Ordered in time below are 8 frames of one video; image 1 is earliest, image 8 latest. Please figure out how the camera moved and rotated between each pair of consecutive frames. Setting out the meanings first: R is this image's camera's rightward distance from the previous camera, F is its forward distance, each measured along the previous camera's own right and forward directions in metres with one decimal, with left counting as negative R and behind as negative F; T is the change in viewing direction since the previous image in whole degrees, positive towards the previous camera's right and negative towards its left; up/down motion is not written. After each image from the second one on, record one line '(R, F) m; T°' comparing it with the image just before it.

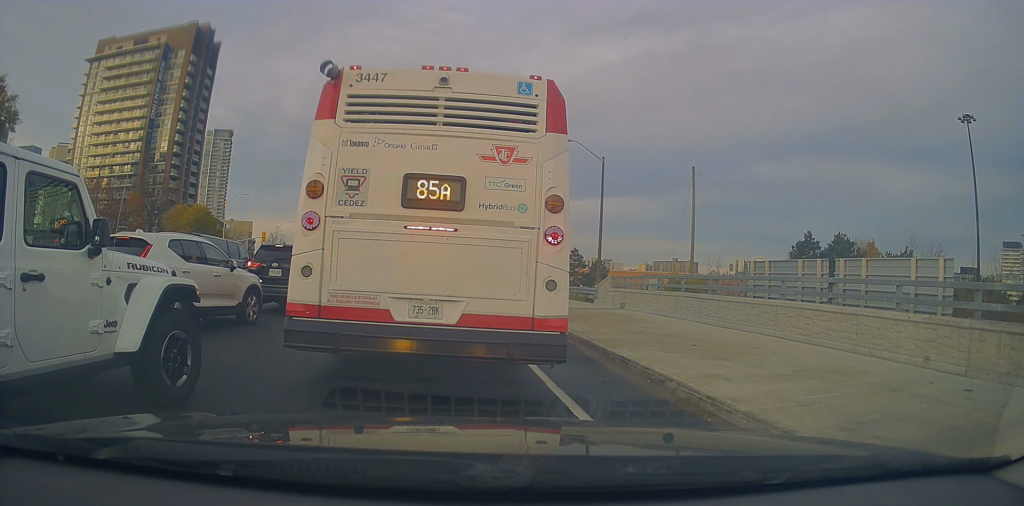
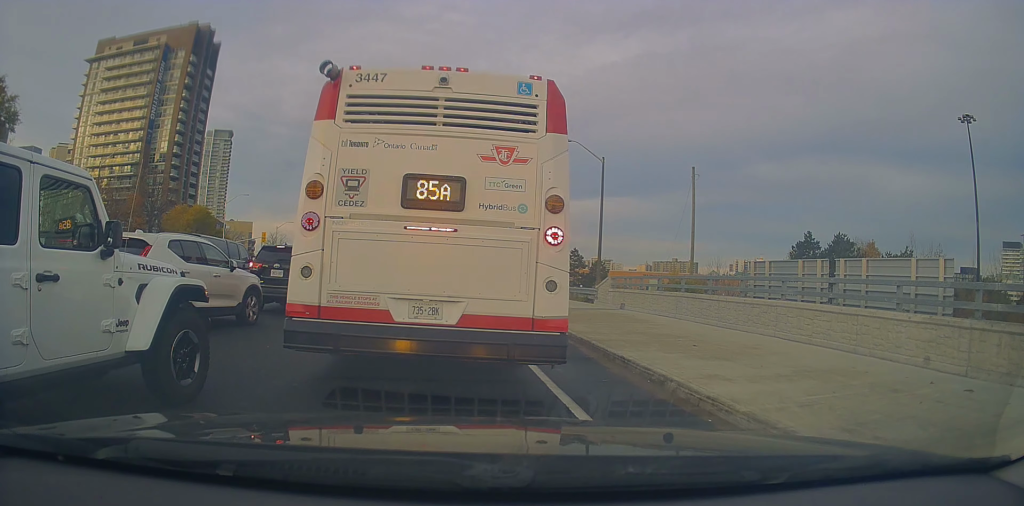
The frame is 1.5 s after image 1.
(0.0, +0.2) m; 0°
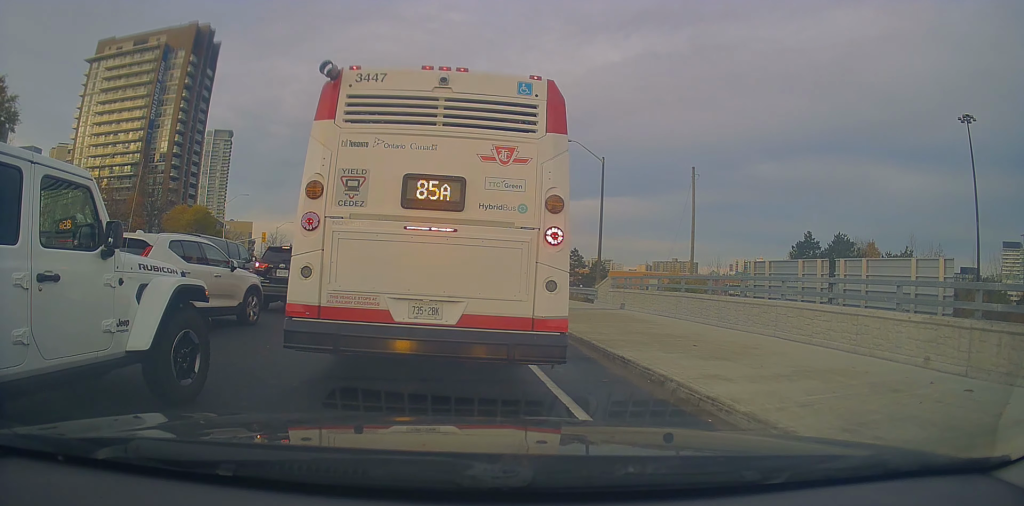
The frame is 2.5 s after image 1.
(0.0, 0.0) m; 0°
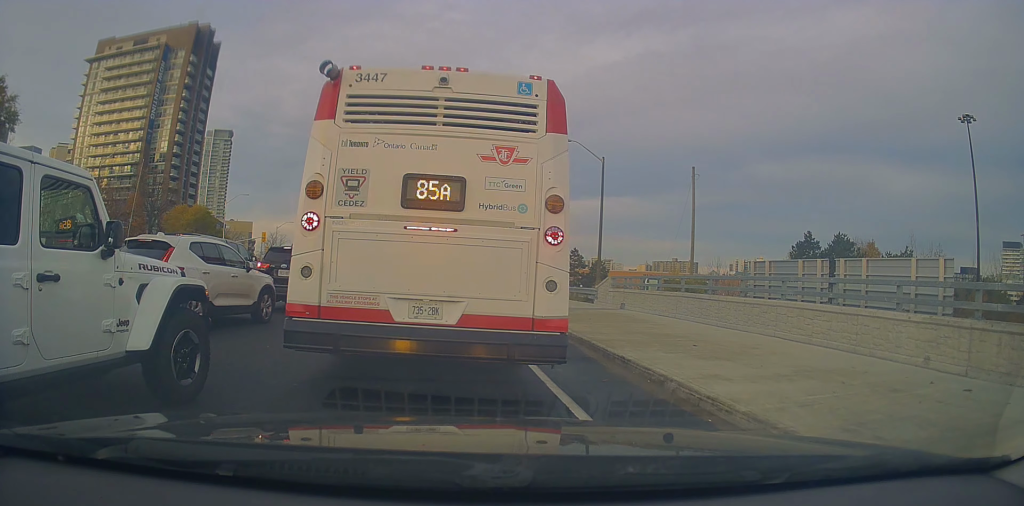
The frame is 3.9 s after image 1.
(0.0, 0.0) m; 0°
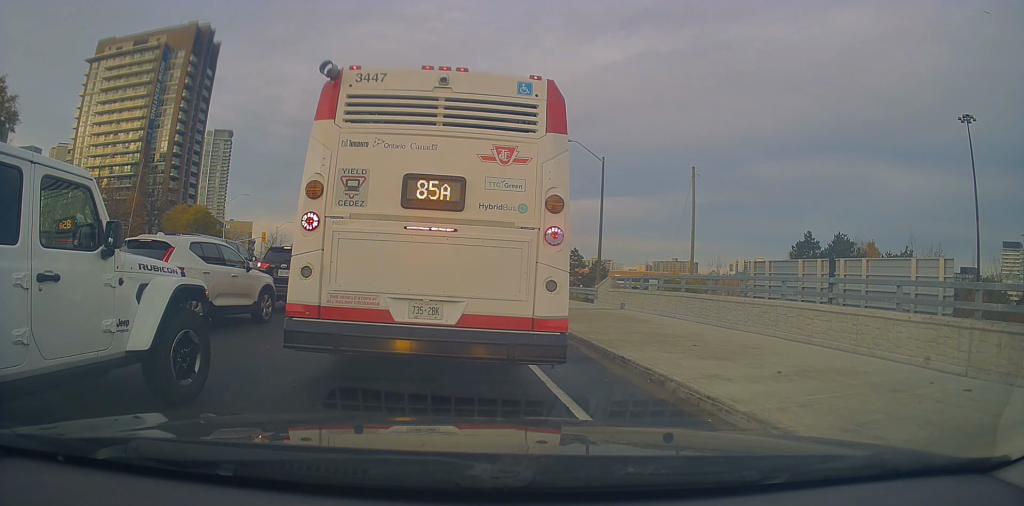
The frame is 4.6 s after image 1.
(0.0, 0.0) m; 0°
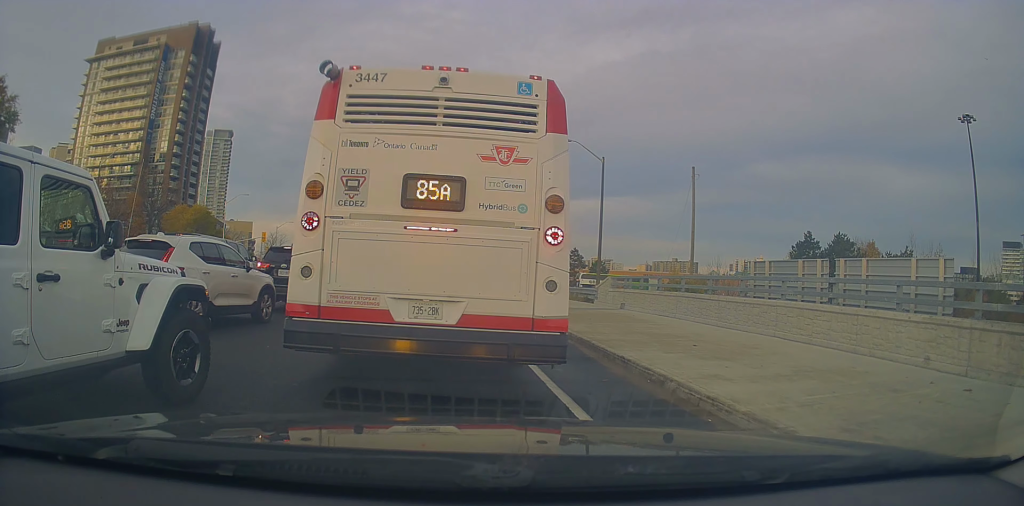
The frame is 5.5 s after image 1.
(0.0, 0.0) m; 0°
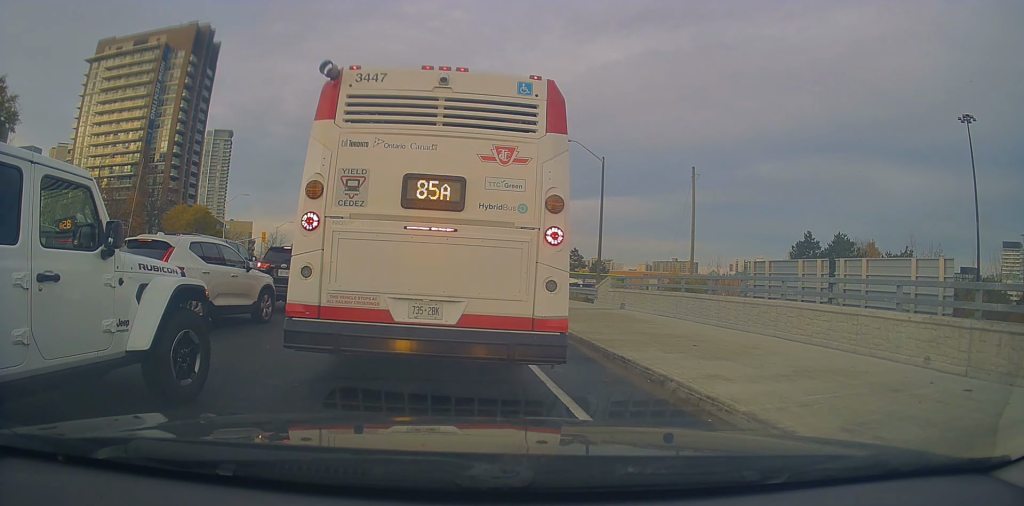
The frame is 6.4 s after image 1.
(0.0, 0.0) m; 0°
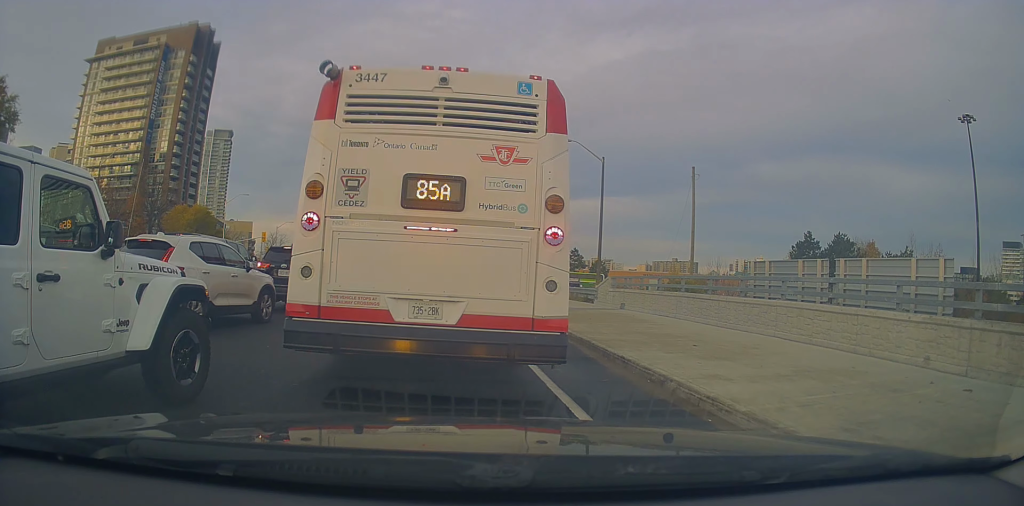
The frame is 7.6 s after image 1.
(0.0, 0.0) m; 0°
